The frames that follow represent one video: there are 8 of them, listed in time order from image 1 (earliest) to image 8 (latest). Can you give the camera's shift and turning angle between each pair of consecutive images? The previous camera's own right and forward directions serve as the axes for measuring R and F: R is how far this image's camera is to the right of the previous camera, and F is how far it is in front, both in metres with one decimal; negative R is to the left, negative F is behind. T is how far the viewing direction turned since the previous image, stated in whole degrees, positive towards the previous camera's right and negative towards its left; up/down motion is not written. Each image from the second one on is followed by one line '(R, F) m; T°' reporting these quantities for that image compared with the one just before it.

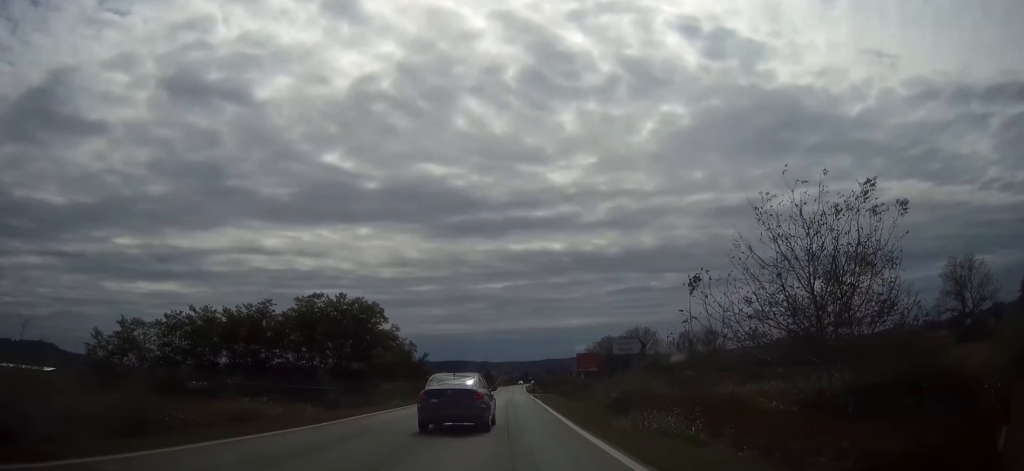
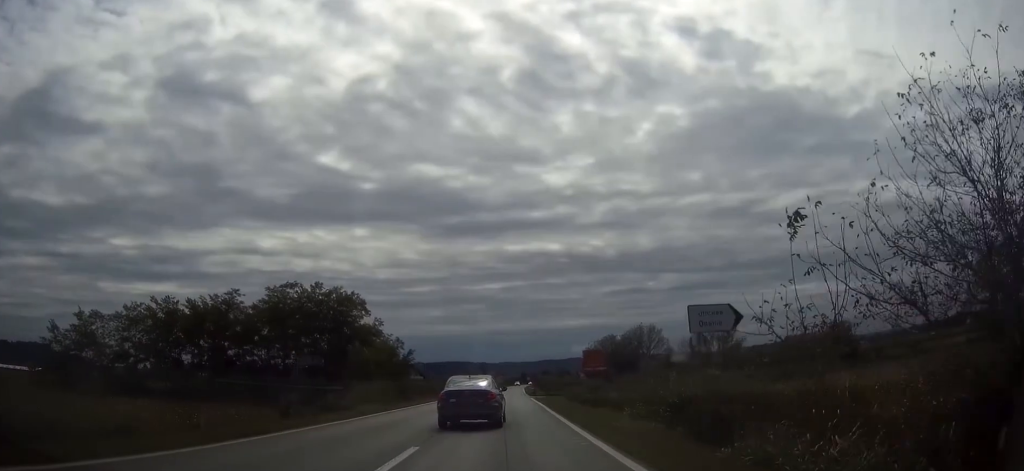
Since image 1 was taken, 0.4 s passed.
(0.0, +8.3) m; 0°
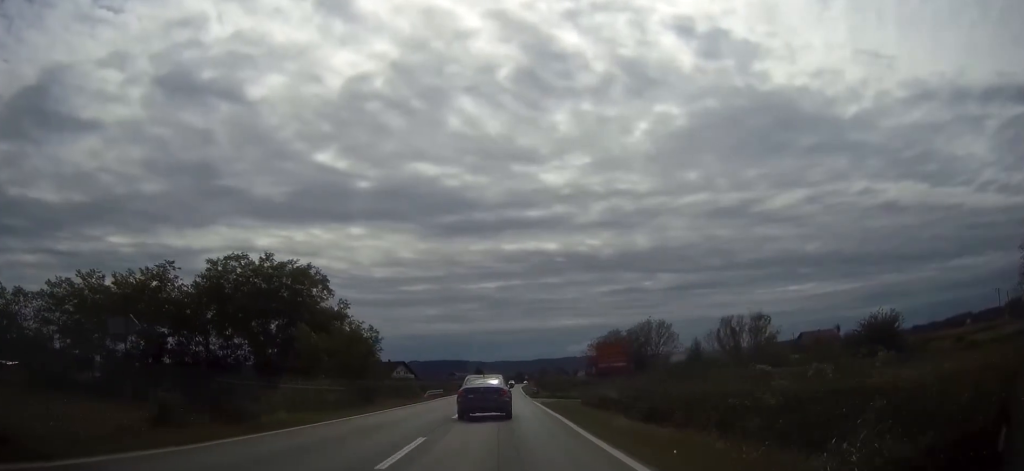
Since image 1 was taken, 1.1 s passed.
(0.0, +12.7) m; 0°
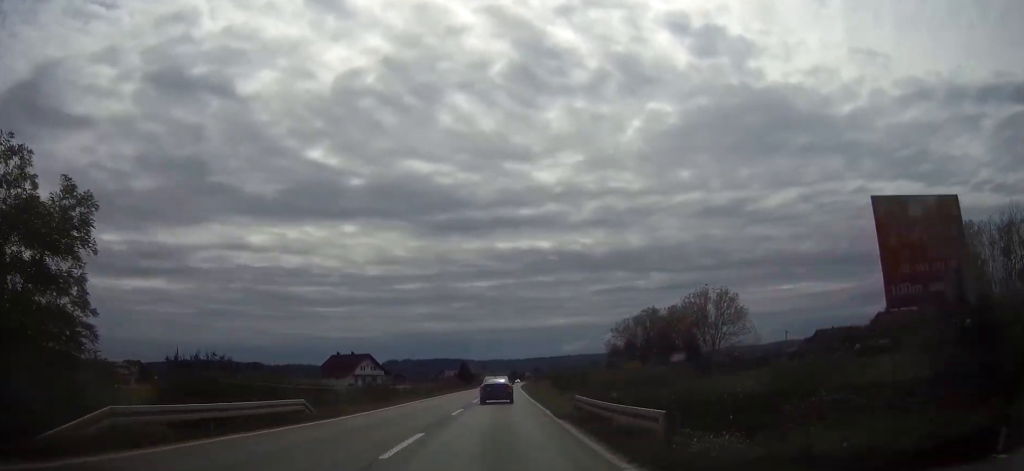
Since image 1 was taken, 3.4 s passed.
(+0.5, +43.3) m; +1°
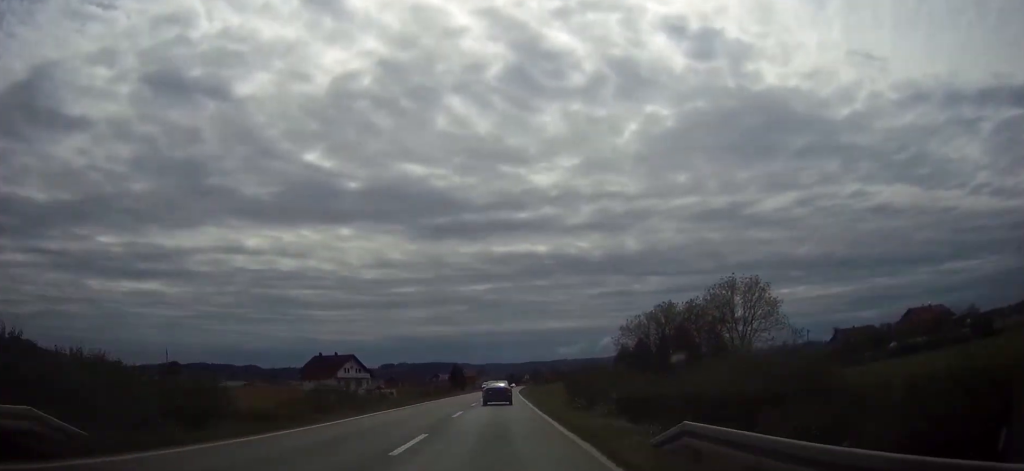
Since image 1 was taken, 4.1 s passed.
(0.0, +13.3) m; 0°
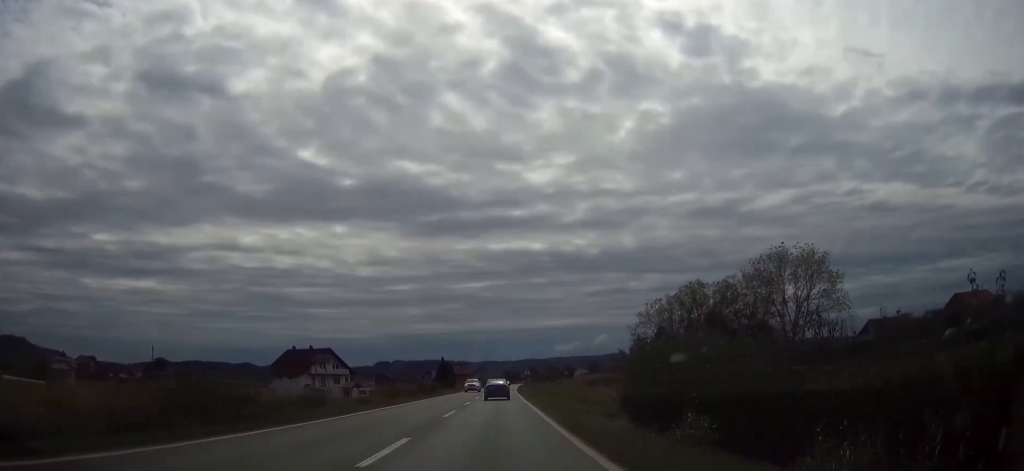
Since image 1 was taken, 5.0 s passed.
(0.0, +17.1) m; 0°
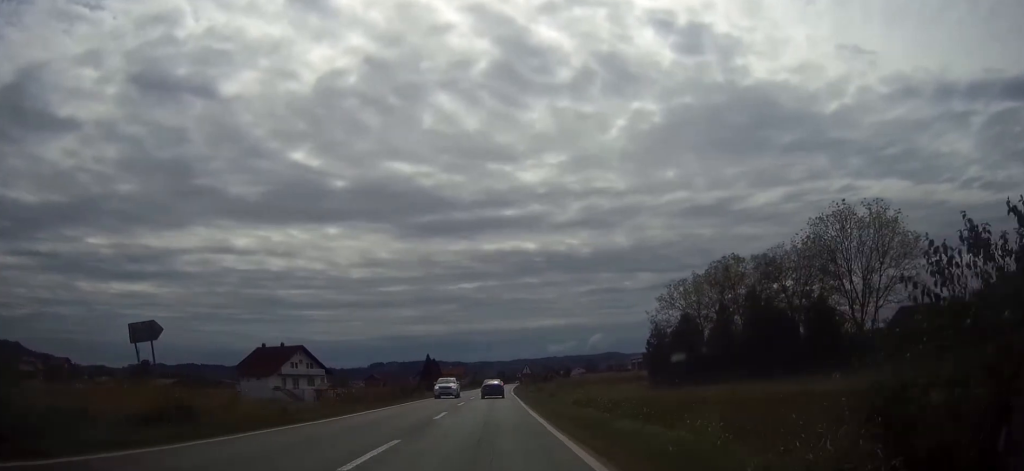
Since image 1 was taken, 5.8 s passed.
(+0.1, +15.1) m; 0°
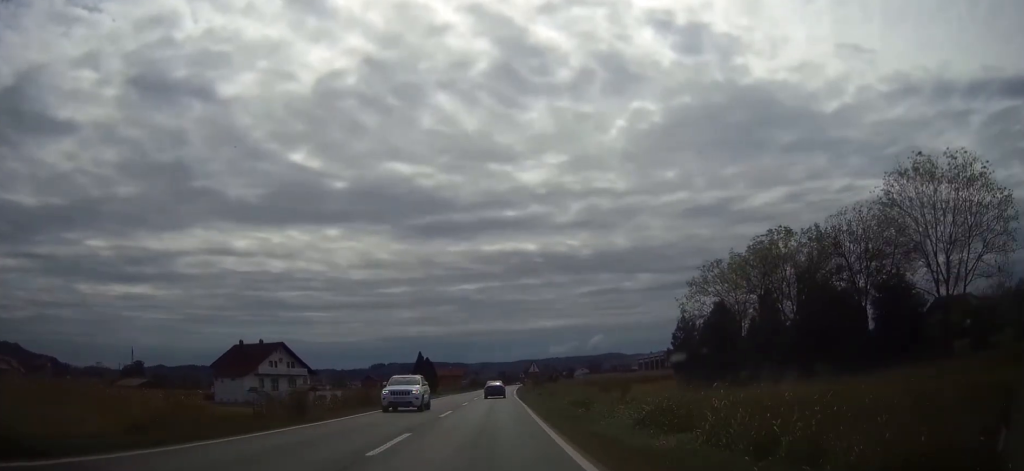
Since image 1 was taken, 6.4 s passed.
(+0.1, +11.8) m; 0°
